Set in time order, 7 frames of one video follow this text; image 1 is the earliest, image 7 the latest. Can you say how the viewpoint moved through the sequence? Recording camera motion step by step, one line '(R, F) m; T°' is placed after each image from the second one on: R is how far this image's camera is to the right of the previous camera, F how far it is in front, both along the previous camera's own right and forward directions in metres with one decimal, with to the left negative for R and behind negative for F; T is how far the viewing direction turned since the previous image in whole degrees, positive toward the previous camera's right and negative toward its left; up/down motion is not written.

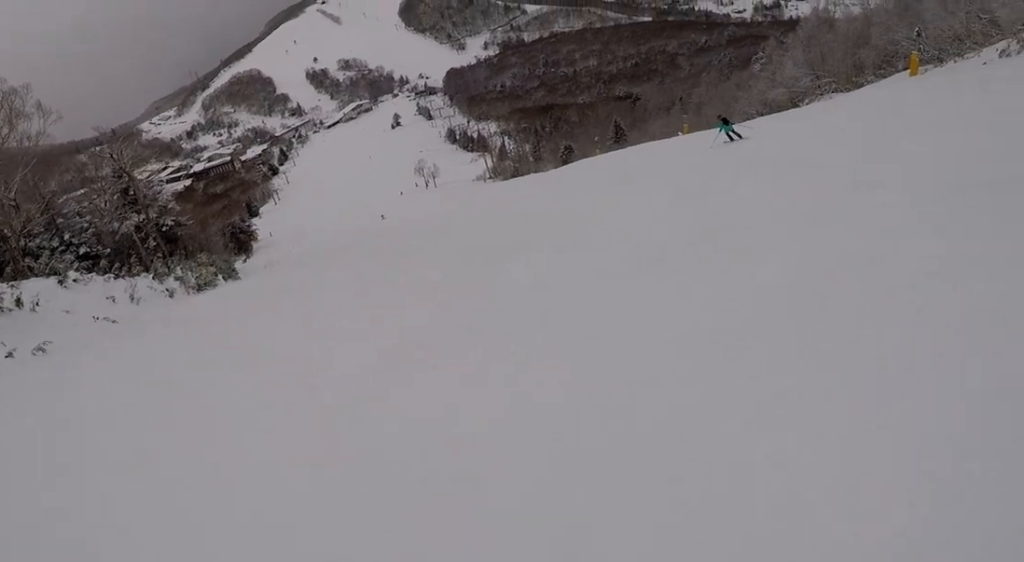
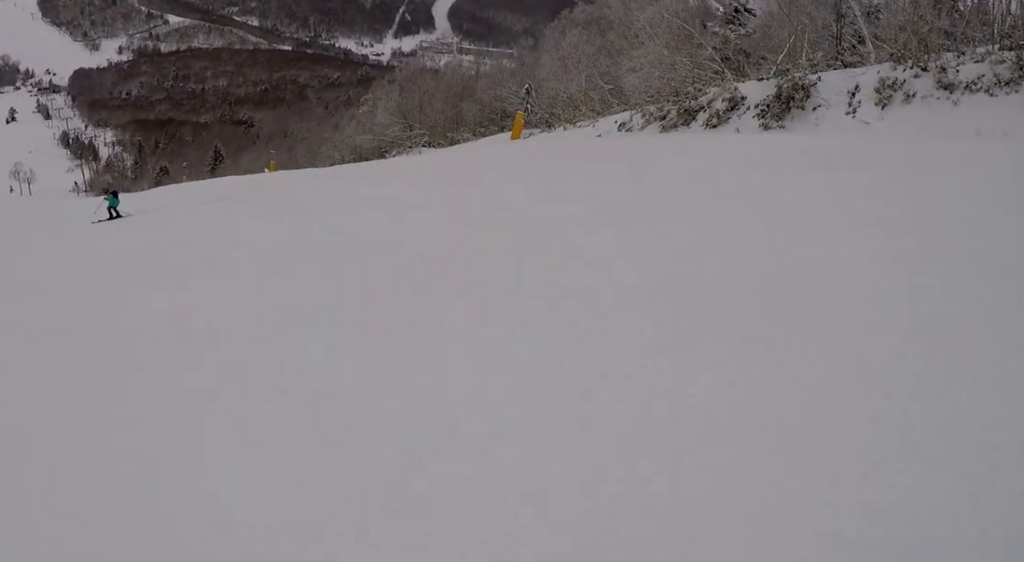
(+2.4, +9.4) m; +14°
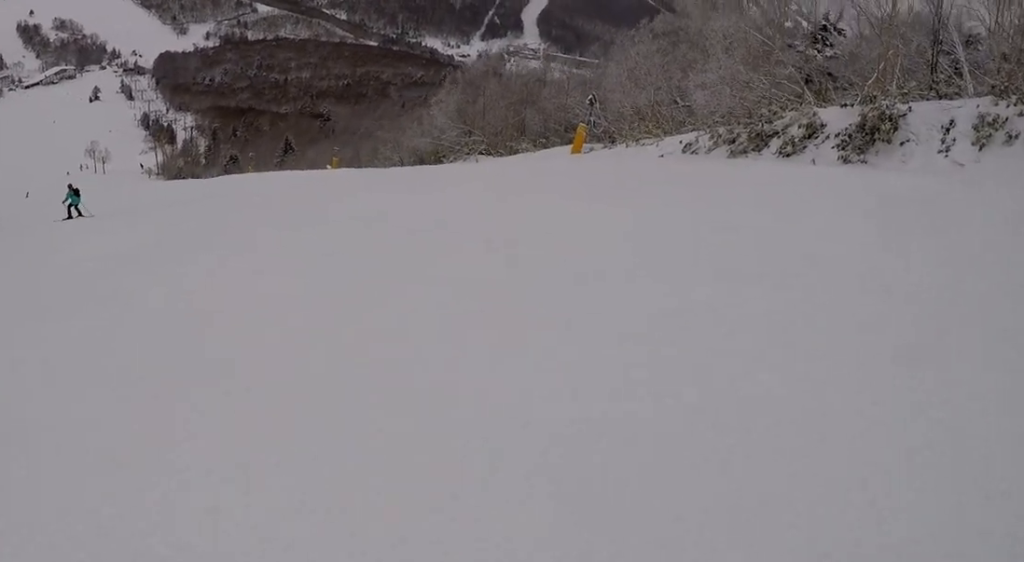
(0.0, +2.8) m; -8°
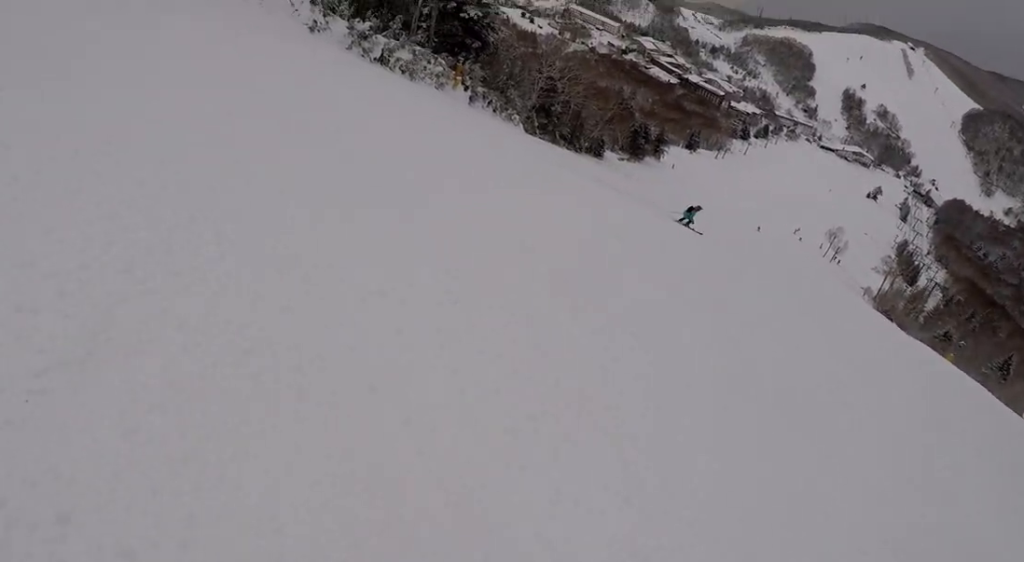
(-4.6, +7.0) m; -86°
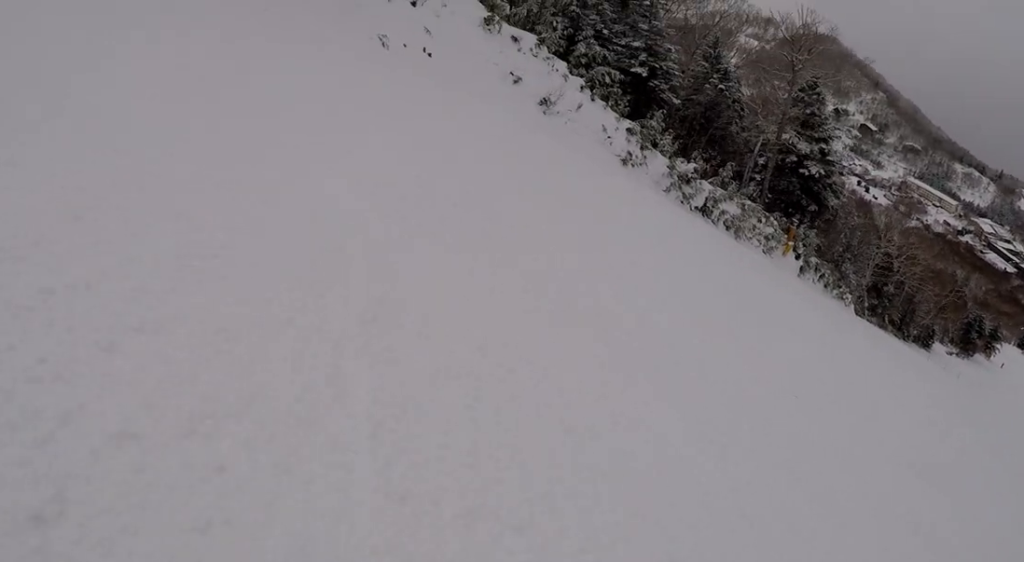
(-3.0, +6.1) m; -26°
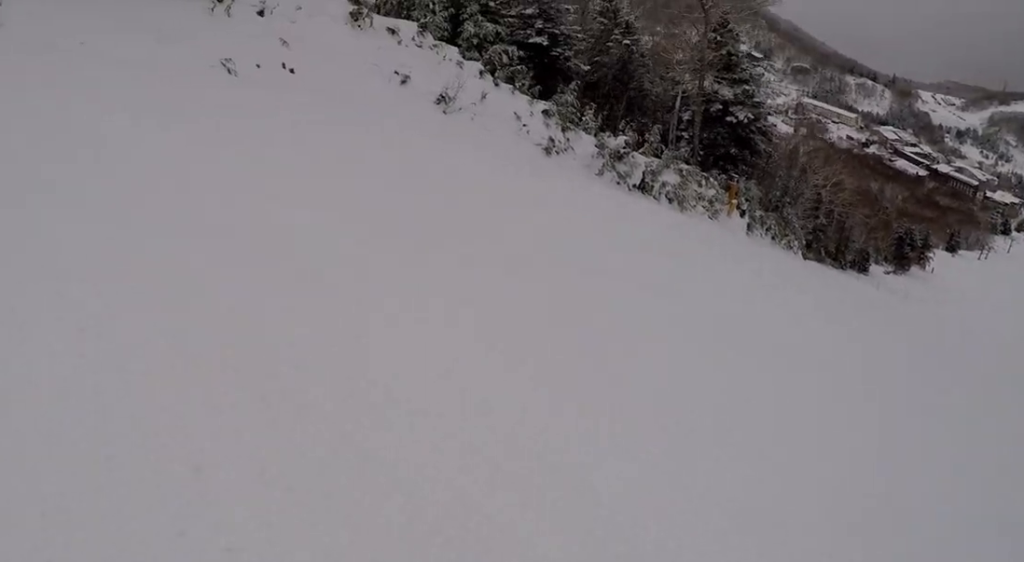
(0.0, +5.5) m; +5°
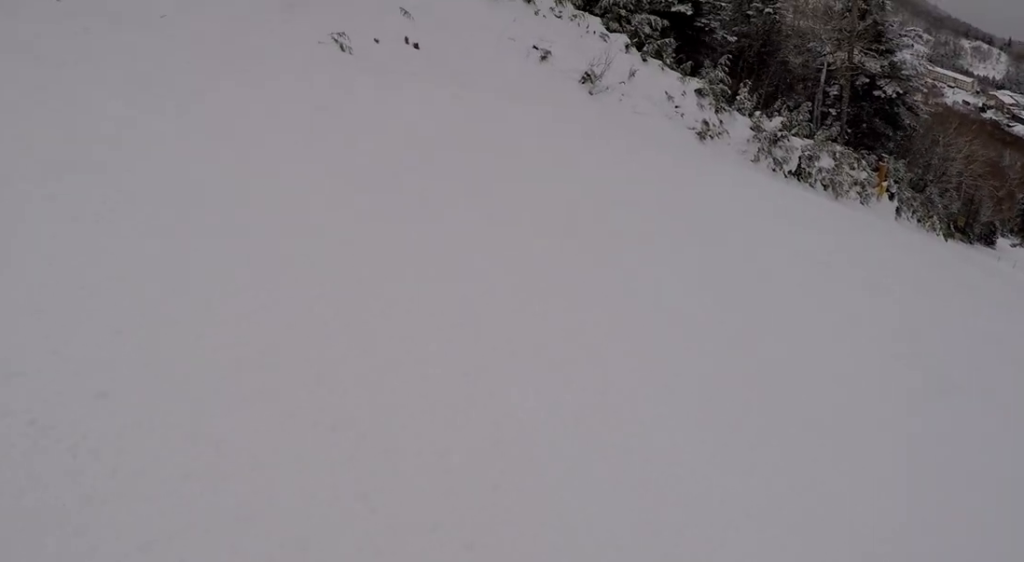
(+0.2, +4.0) m; +11°
